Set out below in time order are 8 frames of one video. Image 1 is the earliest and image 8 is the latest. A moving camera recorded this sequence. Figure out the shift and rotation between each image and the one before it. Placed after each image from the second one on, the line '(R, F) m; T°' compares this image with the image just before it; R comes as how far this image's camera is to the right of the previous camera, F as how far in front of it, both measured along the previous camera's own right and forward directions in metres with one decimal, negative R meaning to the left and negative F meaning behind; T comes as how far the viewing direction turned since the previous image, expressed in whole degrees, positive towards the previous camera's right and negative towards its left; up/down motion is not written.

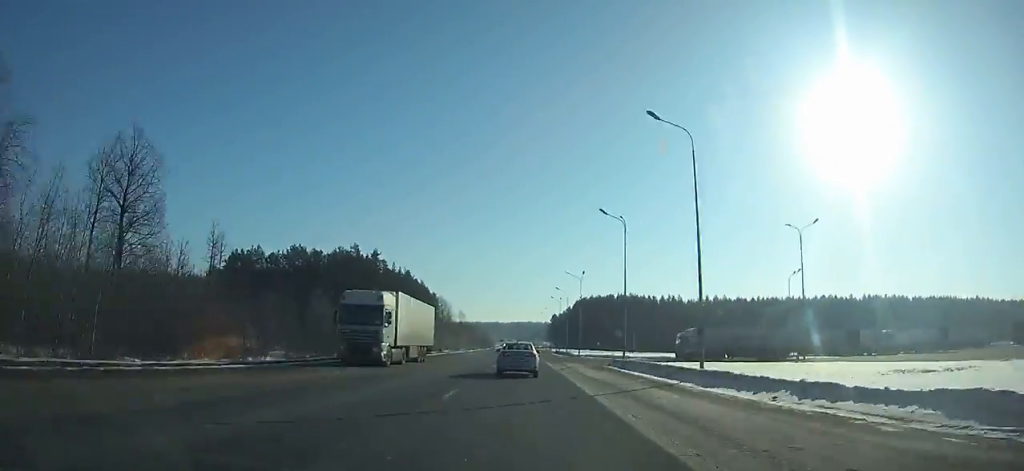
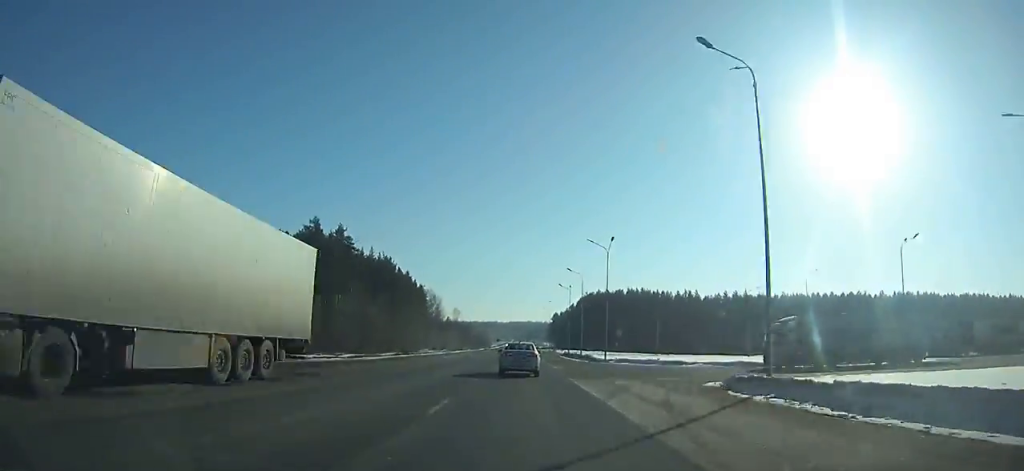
(0.0, +27.2) m; 0°
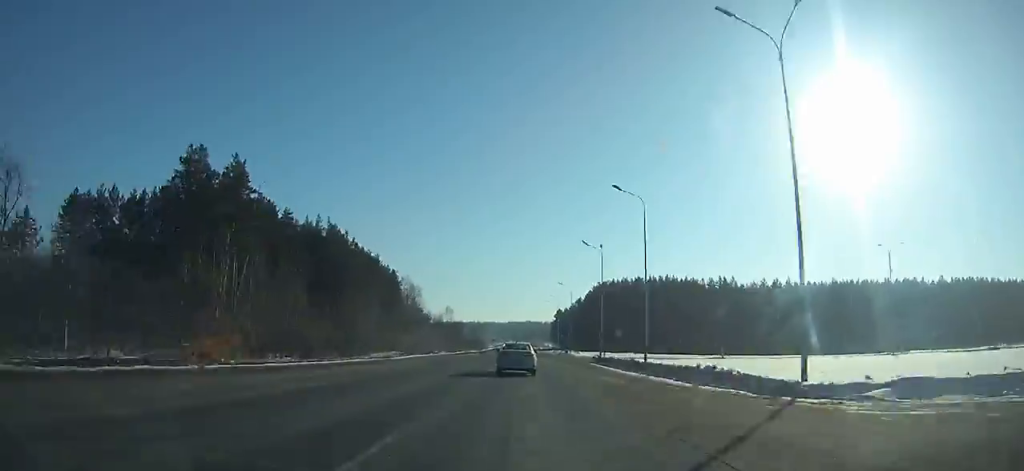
(-0.1, +41.5) m; 0°
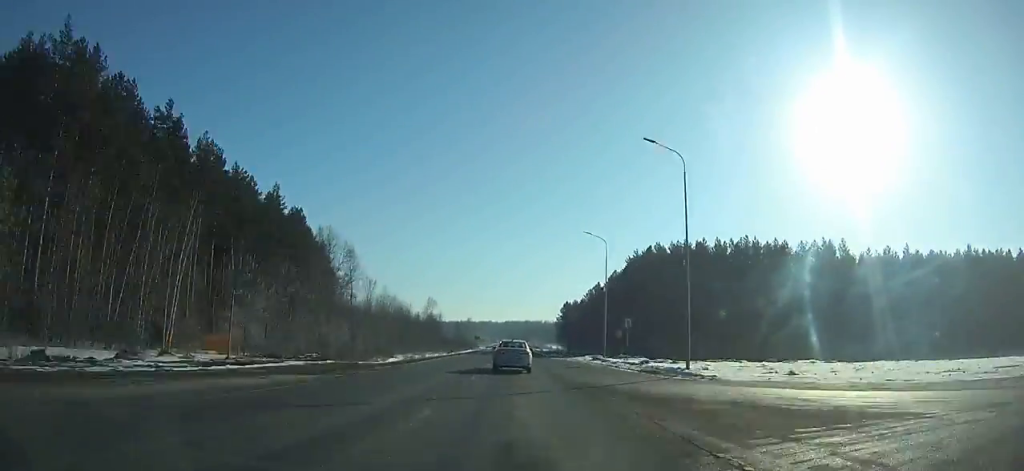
(+0.1, +68.3) m; 0°
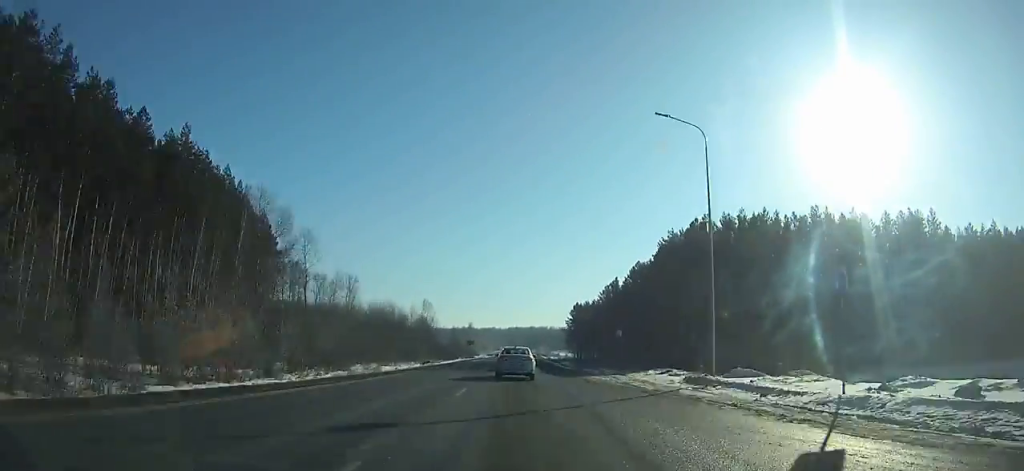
(0.0, +28.9) m; 0°
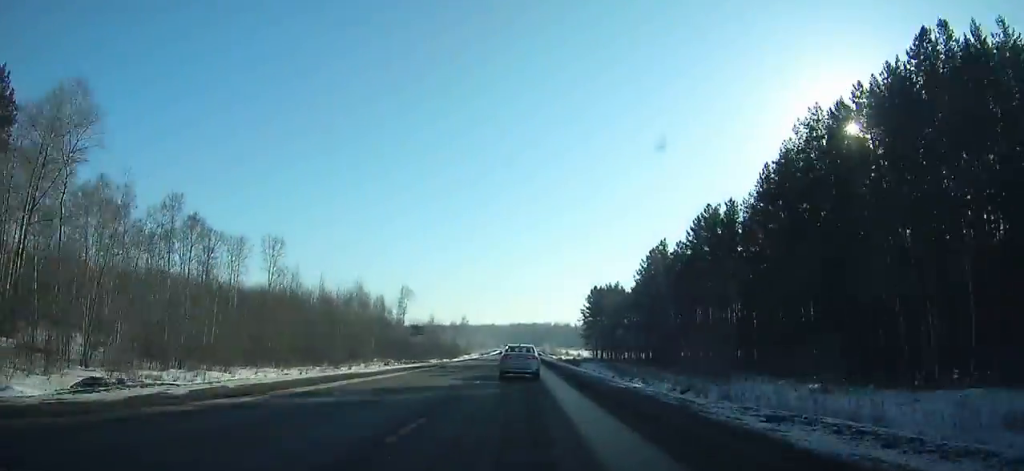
(-0.1, +55.5) m; 0°
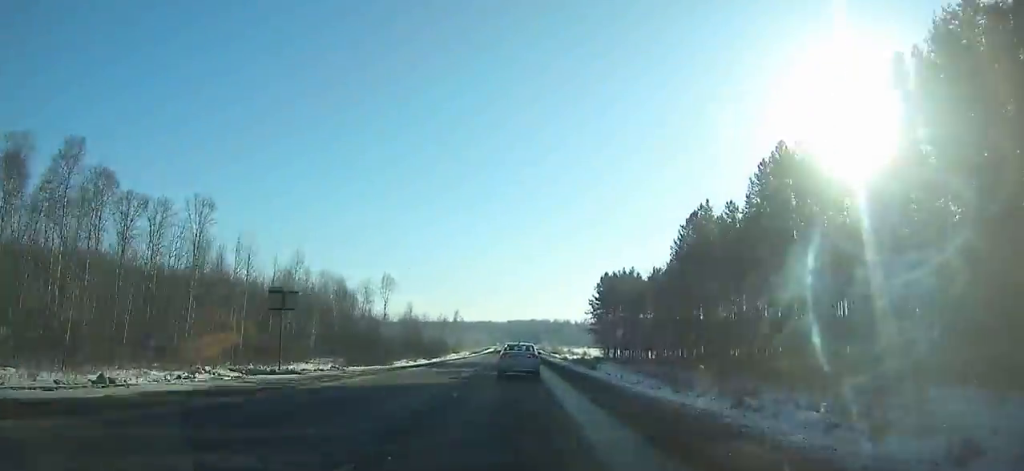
(0.0, +28.6) m; 0°
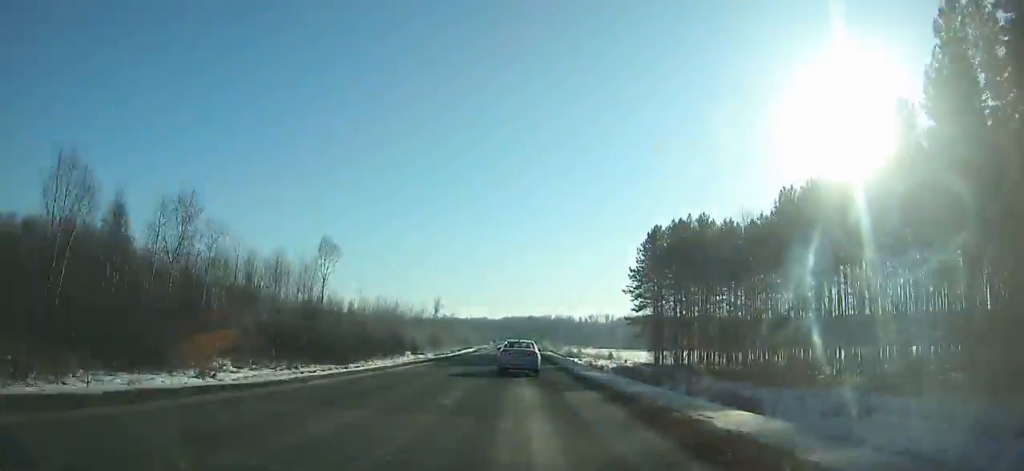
(+0.1, +63.6) m; 0°
